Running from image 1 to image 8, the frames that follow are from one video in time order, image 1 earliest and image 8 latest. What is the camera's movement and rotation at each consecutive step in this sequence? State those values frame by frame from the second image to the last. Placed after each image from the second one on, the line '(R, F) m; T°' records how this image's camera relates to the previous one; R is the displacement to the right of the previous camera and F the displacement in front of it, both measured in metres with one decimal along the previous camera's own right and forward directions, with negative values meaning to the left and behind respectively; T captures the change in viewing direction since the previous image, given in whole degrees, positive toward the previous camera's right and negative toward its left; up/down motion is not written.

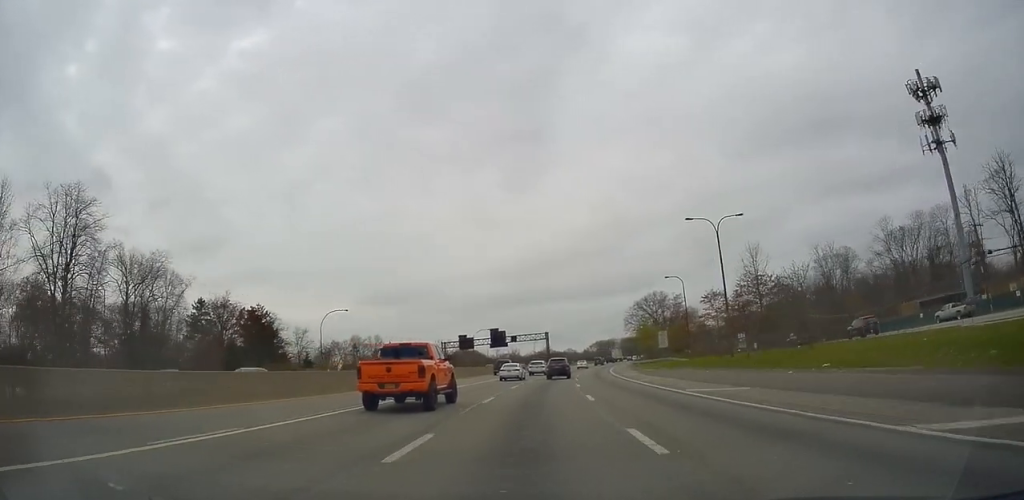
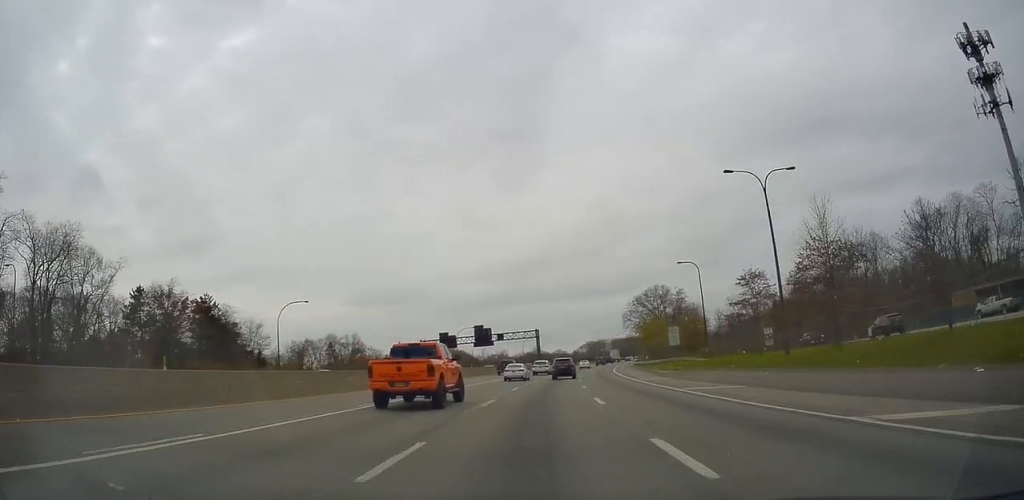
(-0.1, +13.9) m; +1°
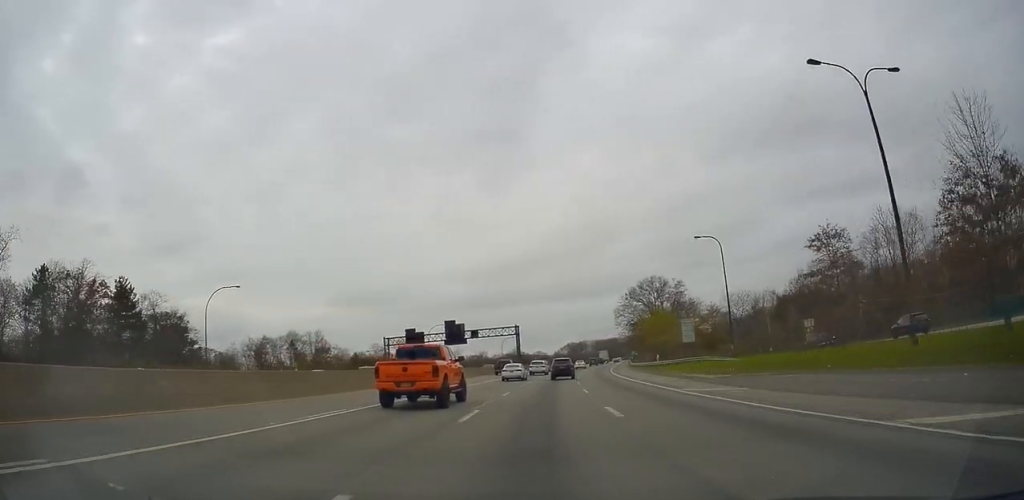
(+0.5, +16.4) m; +2°
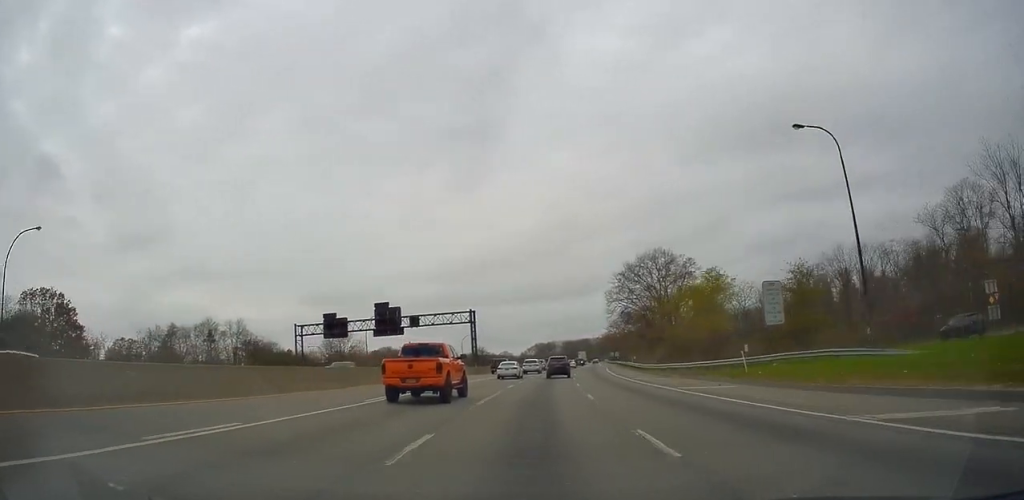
(+0.9, +30.6) m; +3°
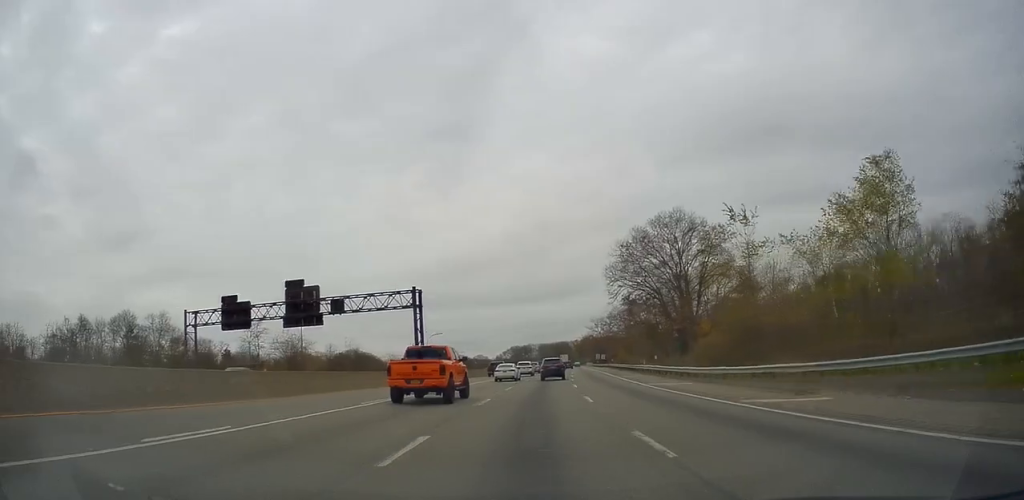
(+0.6, +24.4) m; +2°
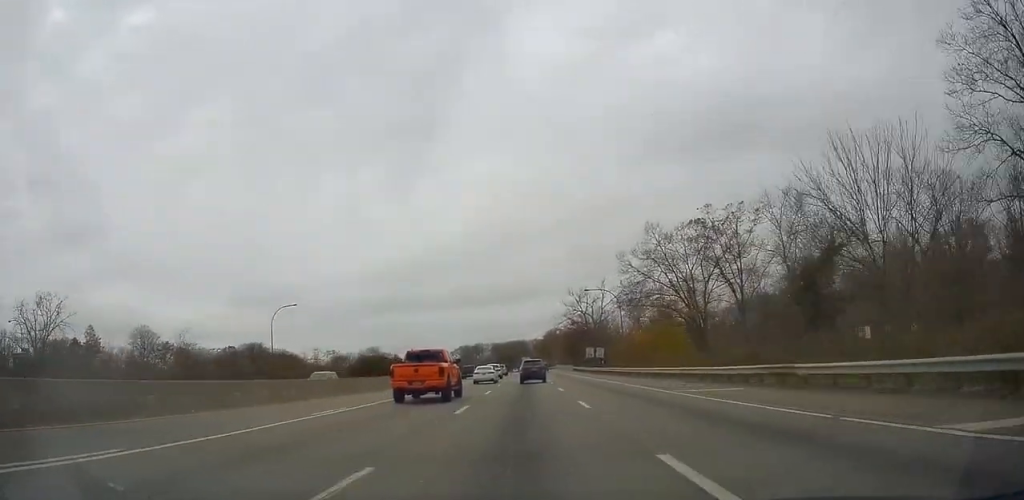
(+5.9, +88.6) m; +7°
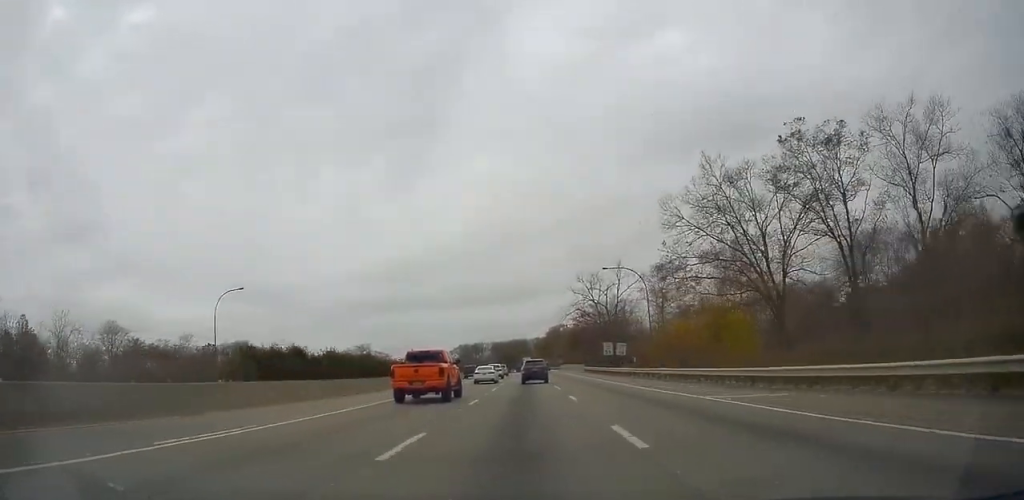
(+0.3, +20.3) m; +1°
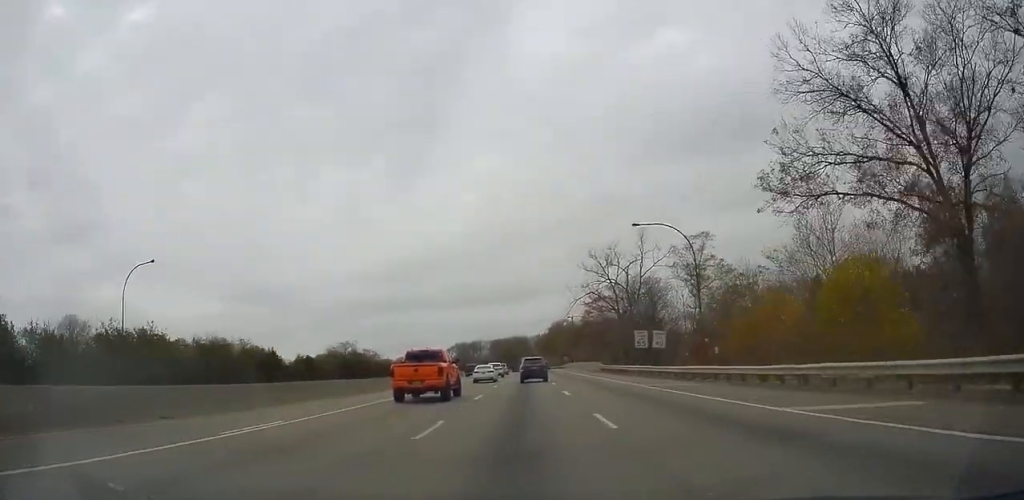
(+0.4, +21.7) m; 0°
